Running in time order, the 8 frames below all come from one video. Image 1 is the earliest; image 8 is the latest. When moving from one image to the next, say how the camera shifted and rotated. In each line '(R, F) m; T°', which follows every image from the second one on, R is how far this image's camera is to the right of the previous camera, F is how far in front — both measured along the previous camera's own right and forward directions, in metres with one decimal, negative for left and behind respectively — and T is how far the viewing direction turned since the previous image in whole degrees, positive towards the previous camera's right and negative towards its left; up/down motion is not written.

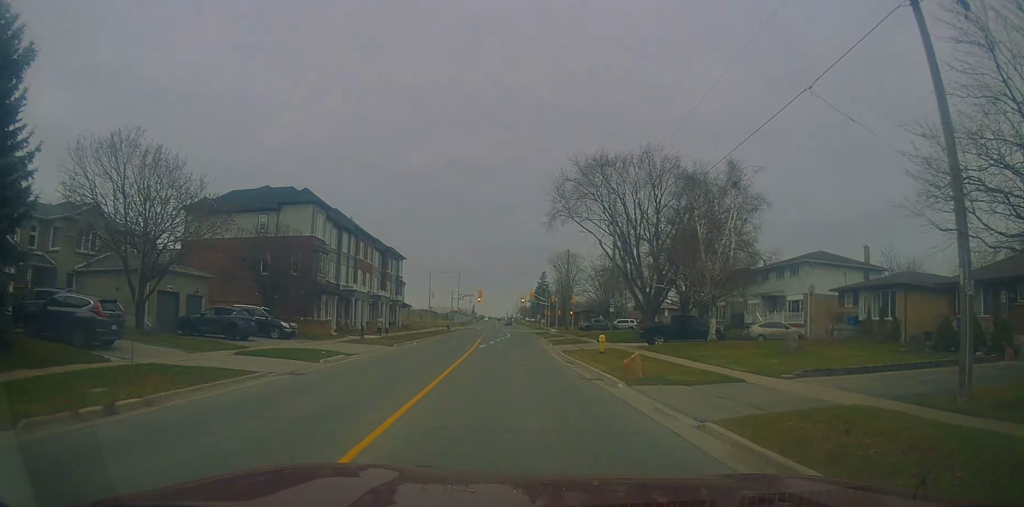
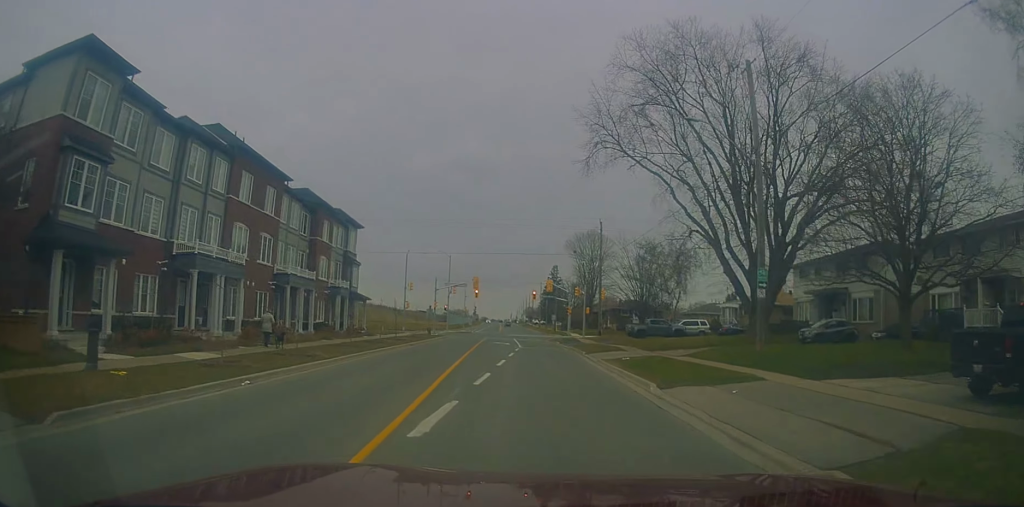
(+0.3, +28.0) m; -1°
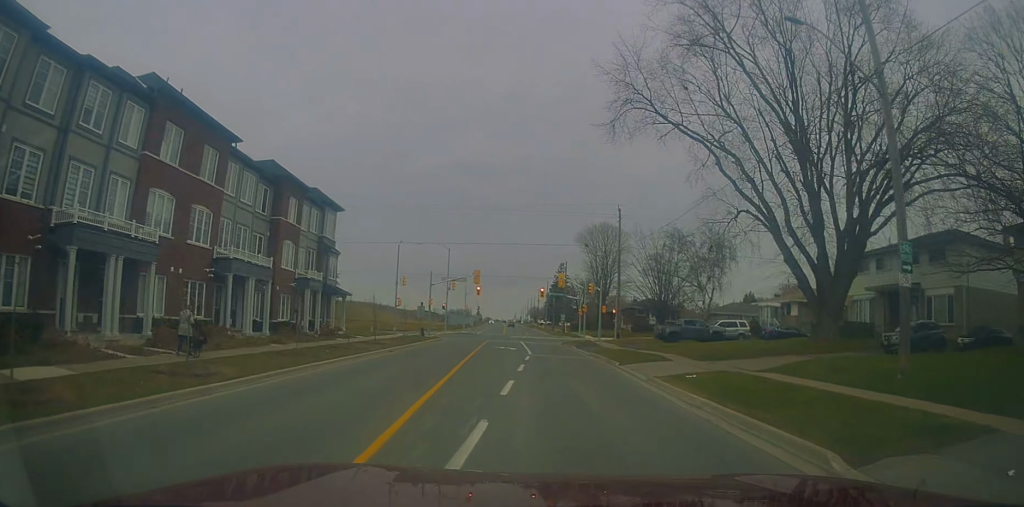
(0.0, +8.3) m; -1°
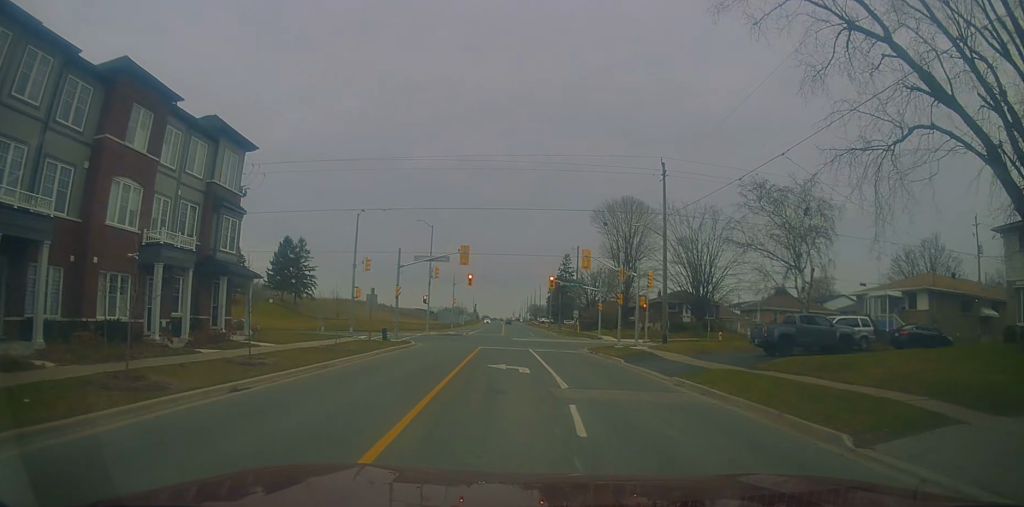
(-0.5, +17.1) m; -3°
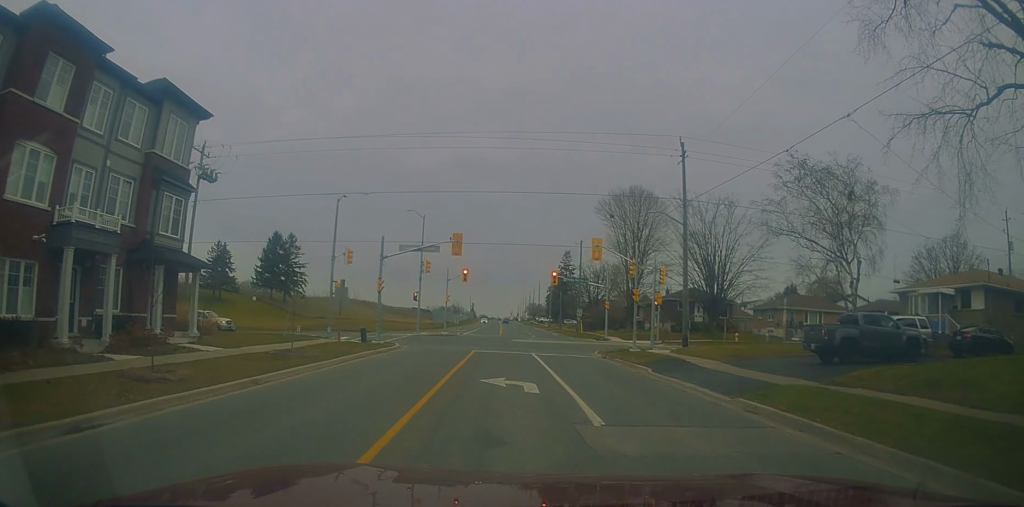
(+0.1, +5.2) m; +1°
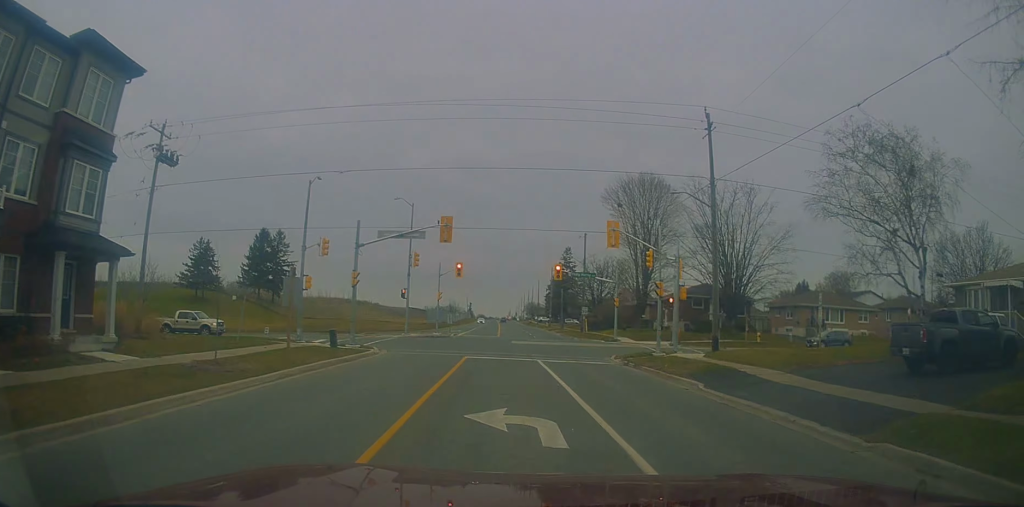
(+0.1, +5.7) m; +2°
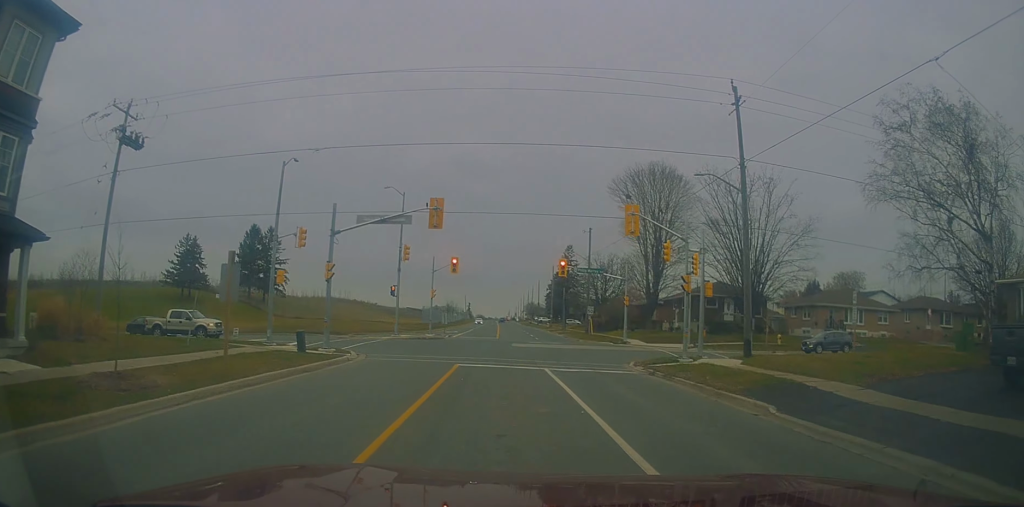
(+0.1, +4.2) m; 0°
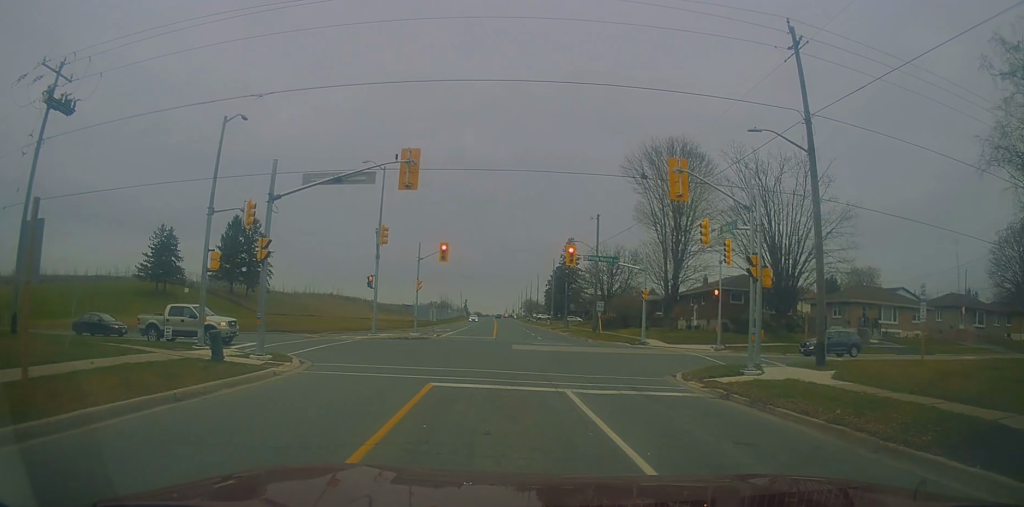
(+0.1, +7.0) m; 0°
